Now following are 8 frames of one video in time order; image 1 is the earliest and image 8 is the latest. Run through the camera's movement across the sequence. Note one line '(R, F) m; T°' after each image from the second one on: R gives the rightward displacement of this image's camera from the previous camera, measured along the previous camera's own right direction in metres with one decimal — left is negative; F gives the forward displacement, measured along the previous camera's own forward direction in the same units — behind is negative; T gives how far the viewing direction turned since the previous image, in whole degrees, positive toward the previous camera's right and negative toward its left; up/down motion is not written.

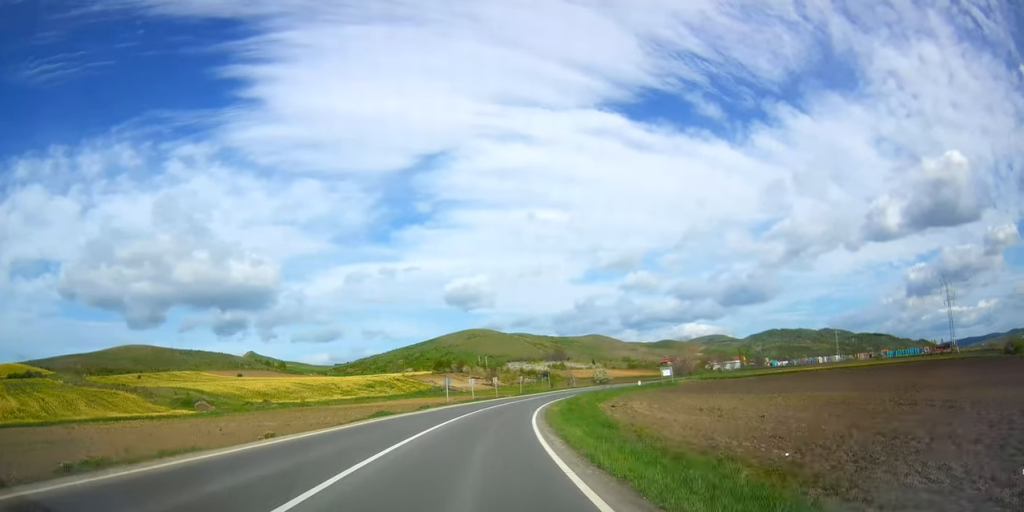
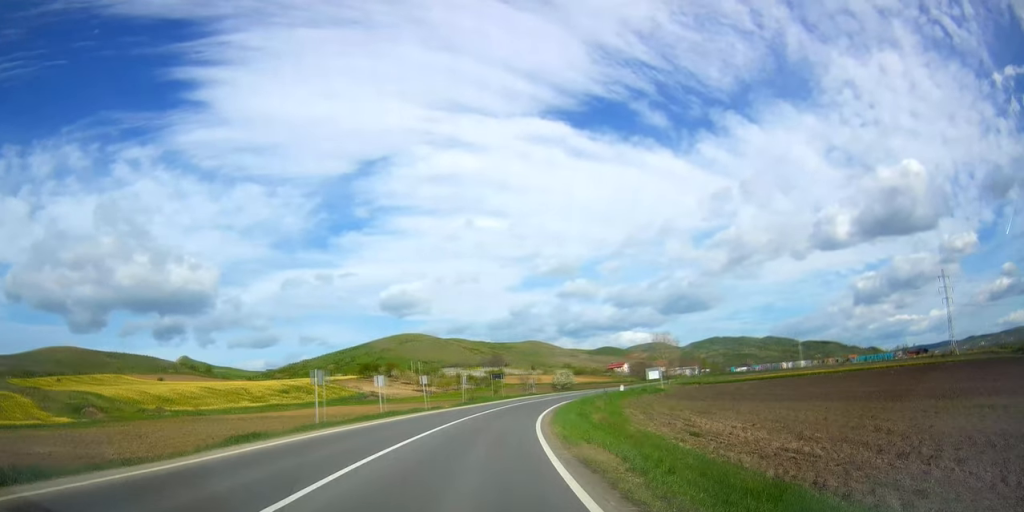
(+1.8, +26.4) m; +8°
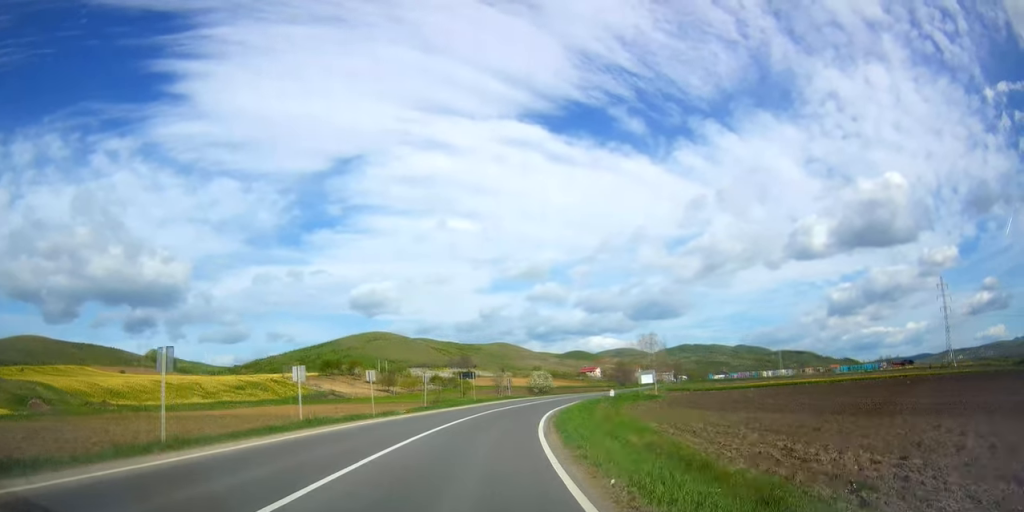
(+0.3, +11.3) m; +3°
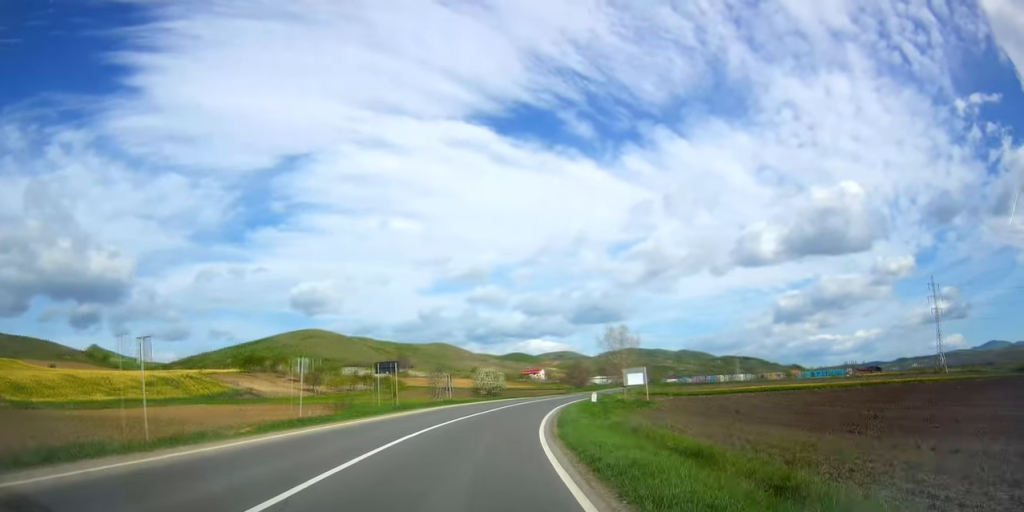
(+0.6, +19.8) m; +4°
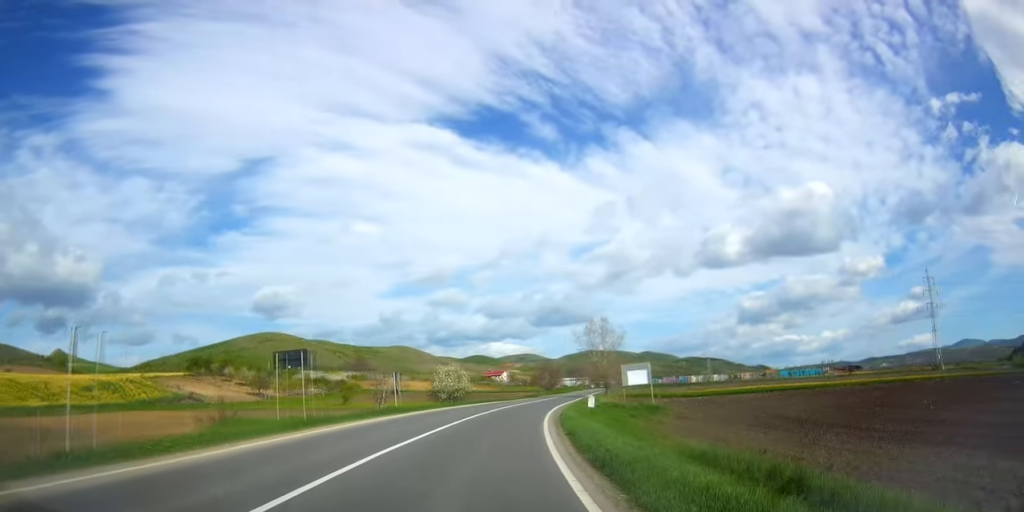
(+0.4, +12.7) m; +3°
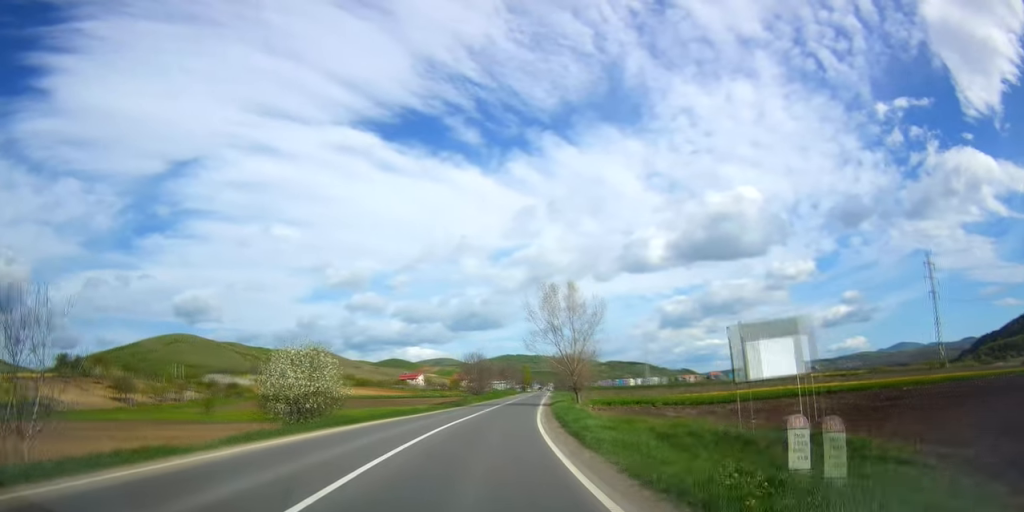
(+1.9, +30.0) m; +9°
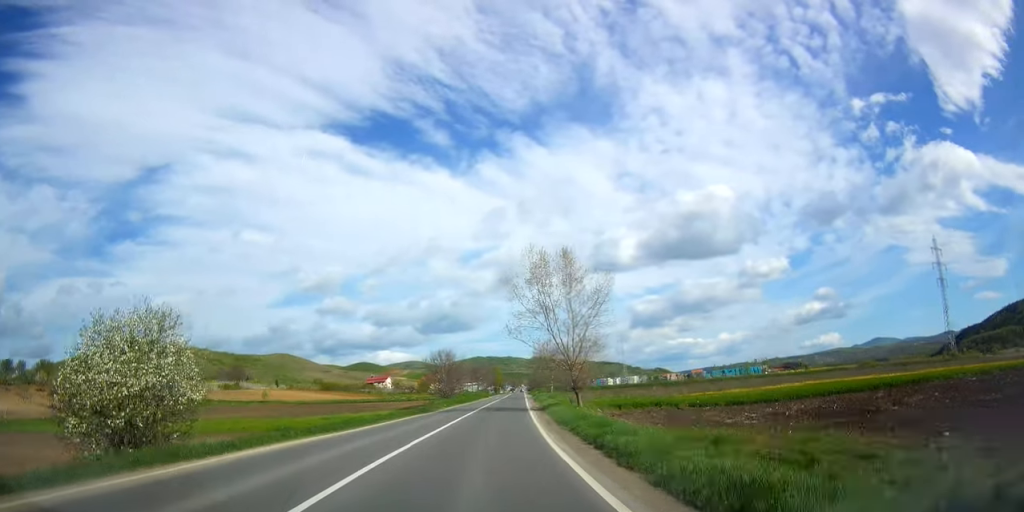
(+0.9, +12.9) m; +4°
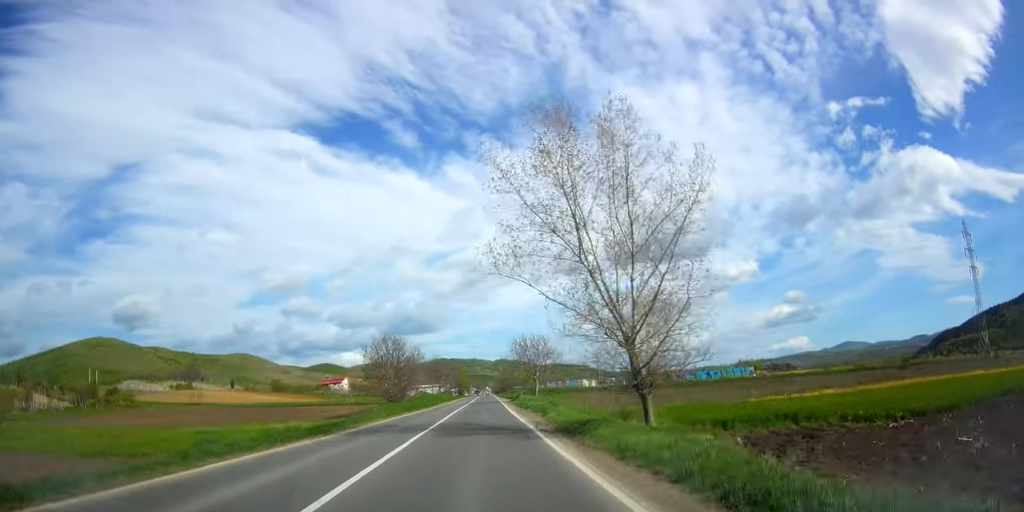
(+1.1, +21.6) m; +5°
